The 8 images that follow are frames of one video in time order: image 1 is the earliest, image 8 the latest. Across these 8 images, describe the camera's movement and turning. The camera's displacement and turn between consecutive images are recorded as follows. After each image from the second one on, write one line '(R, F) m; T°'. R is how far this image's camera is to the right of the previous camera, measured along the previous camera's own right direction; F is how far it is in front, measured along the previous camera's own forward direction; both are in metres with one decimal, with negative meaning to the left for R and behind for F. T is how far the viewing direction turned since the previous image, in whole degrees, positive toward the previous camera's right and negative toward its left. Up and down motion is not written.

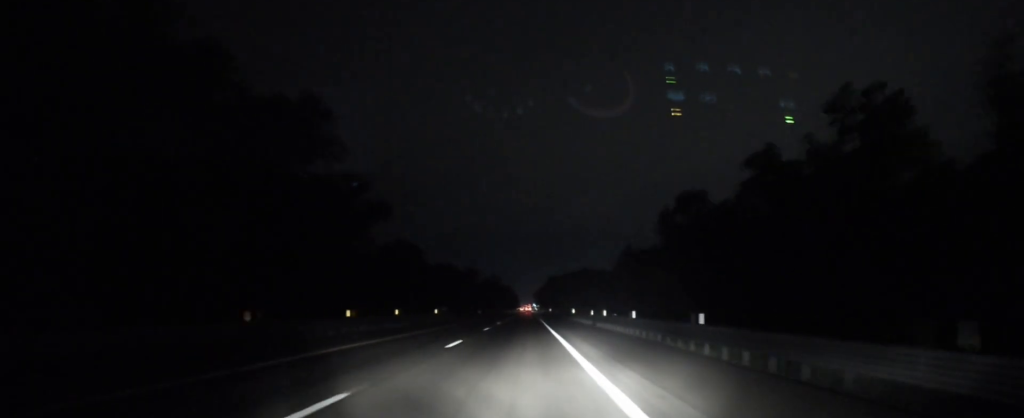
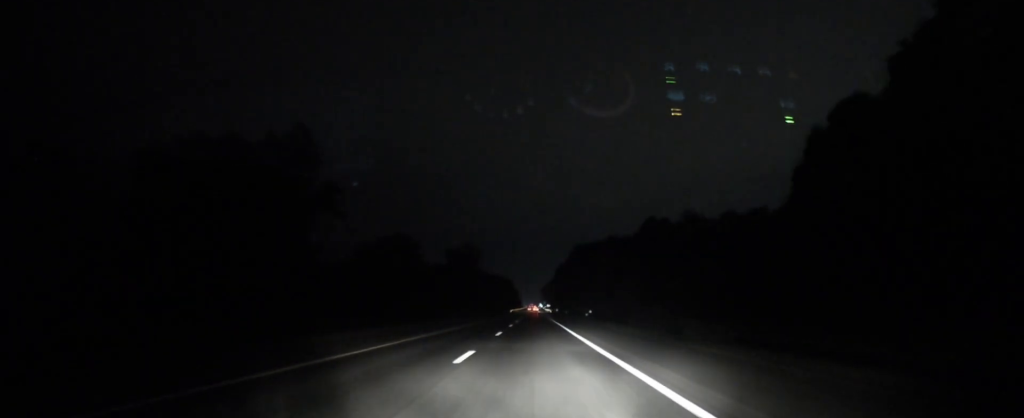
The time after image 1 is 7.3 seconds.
(-1.7, +258.1) m; 0°
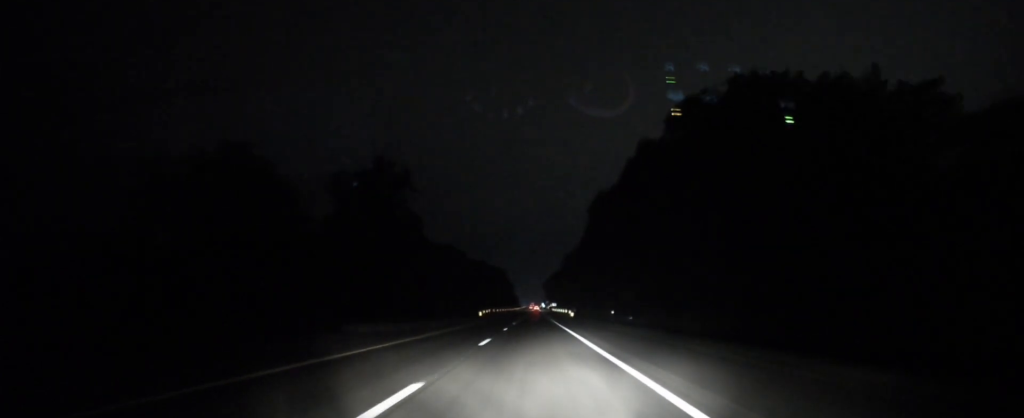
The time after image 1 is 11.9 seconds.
(+0.4, +142.2) m; 0°
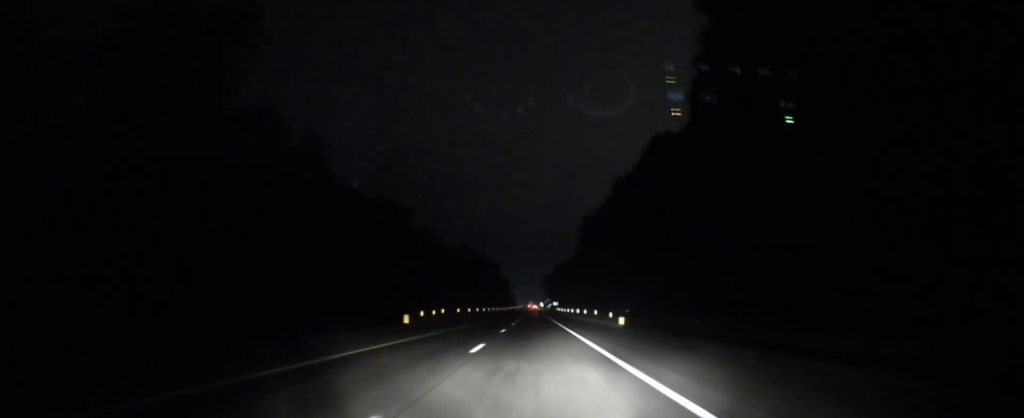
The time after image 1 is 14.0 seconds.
(0.0, +61.5) m; 0°
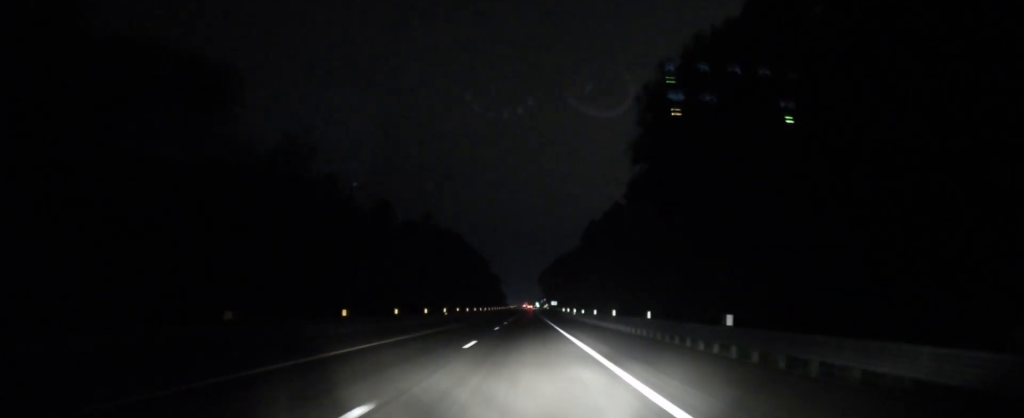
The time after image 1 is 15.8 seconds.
(+0.1, +56.9) m; 0°
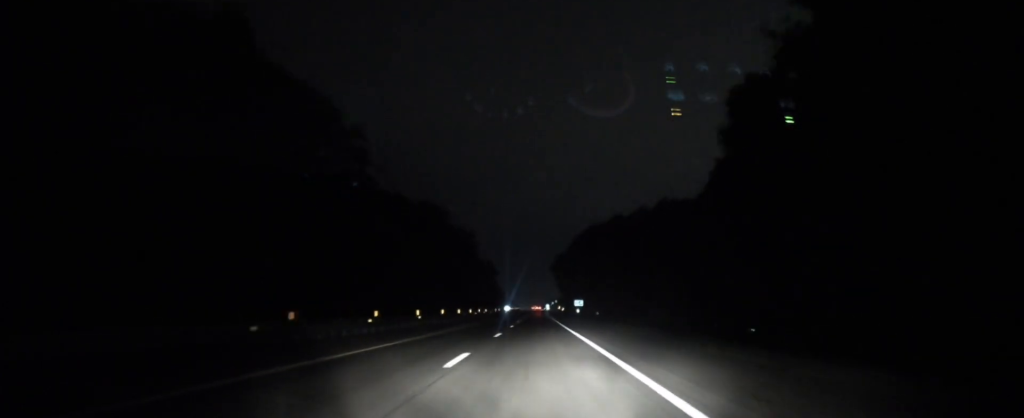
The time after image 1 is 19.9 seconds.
(-0.1, +104.2) m; 0°
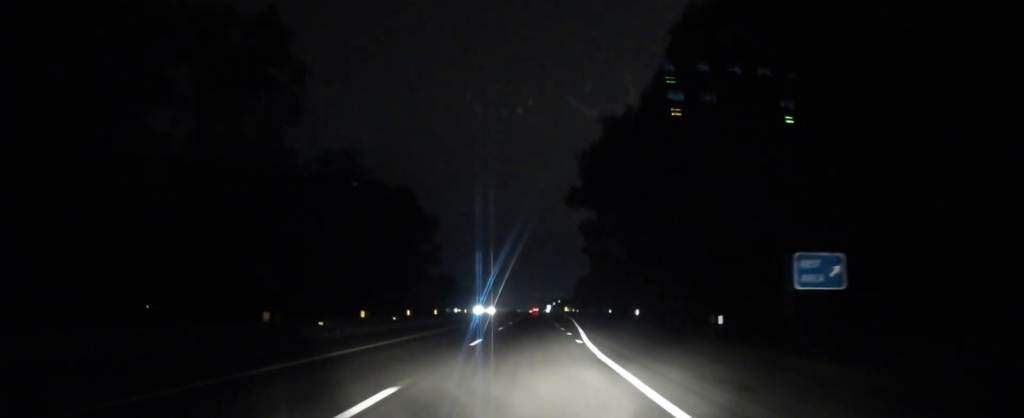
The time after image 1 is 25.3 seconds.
(-0.1, +205.6) m; 0°
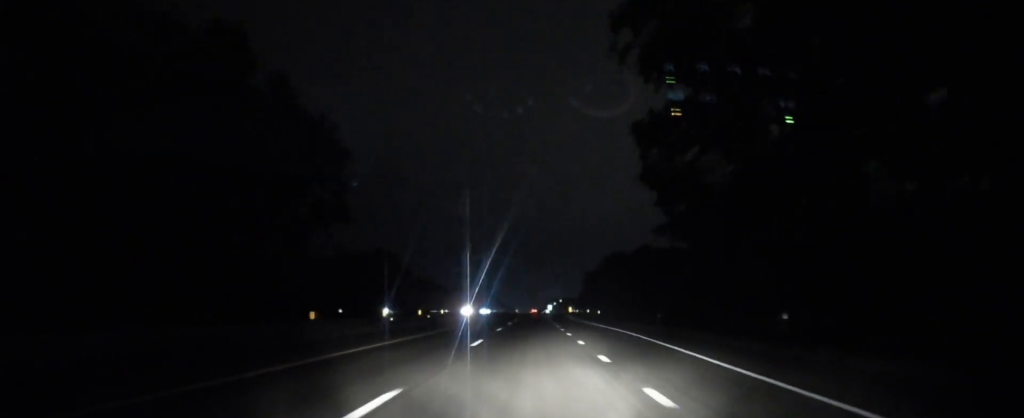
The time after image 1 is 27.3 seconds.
(+0.1, +57.9) m; 0°
